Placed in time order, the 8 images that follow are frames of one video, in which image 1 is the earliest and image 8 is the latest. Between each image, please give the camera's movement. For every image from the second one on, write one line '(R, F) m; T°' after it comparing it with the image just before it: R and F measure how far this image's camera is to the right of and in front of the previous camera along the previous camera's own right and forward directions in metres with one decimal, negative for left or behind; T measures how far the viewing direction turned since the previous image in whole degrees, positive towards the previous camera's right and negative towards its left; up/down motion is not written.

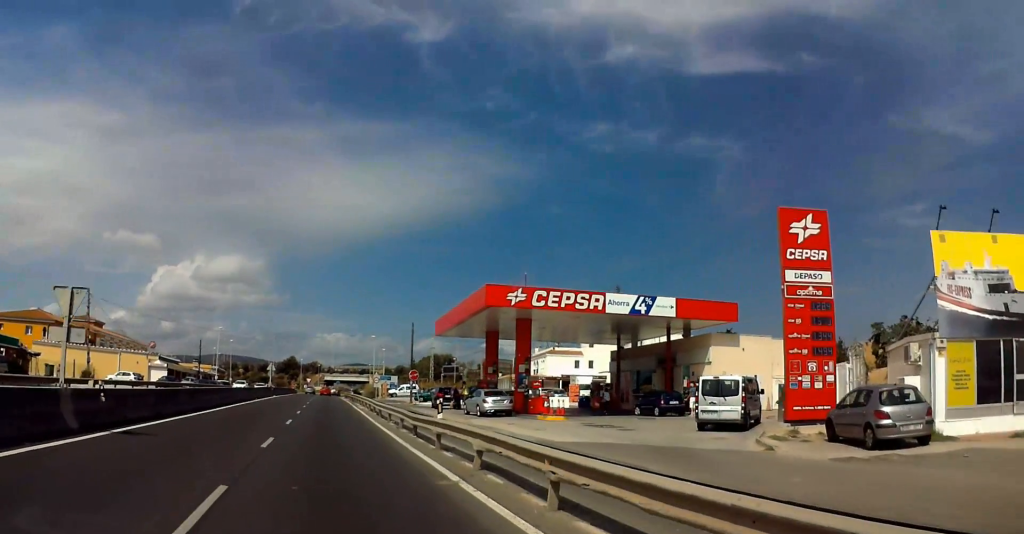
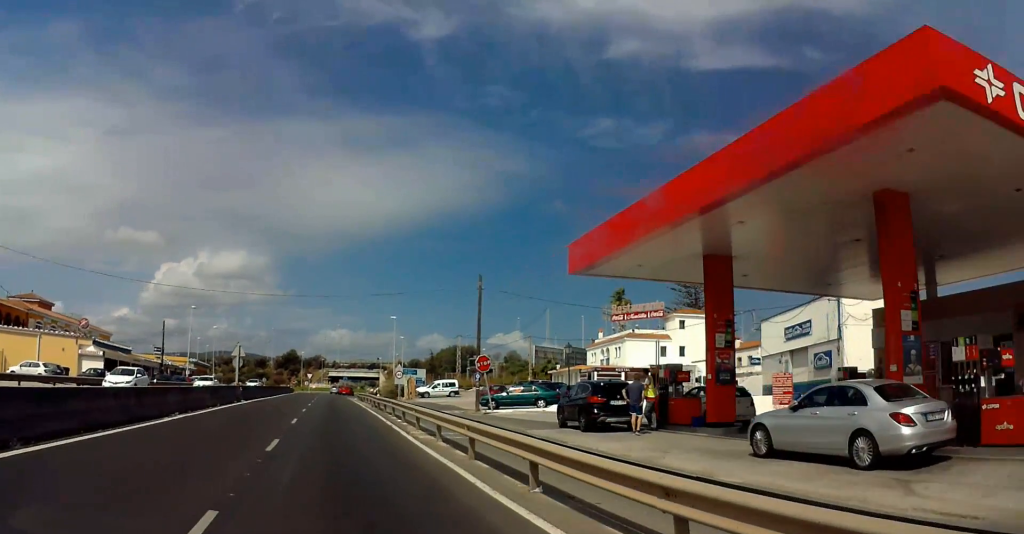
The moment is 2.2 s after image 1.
(+0.1, +25.6) m; +1°
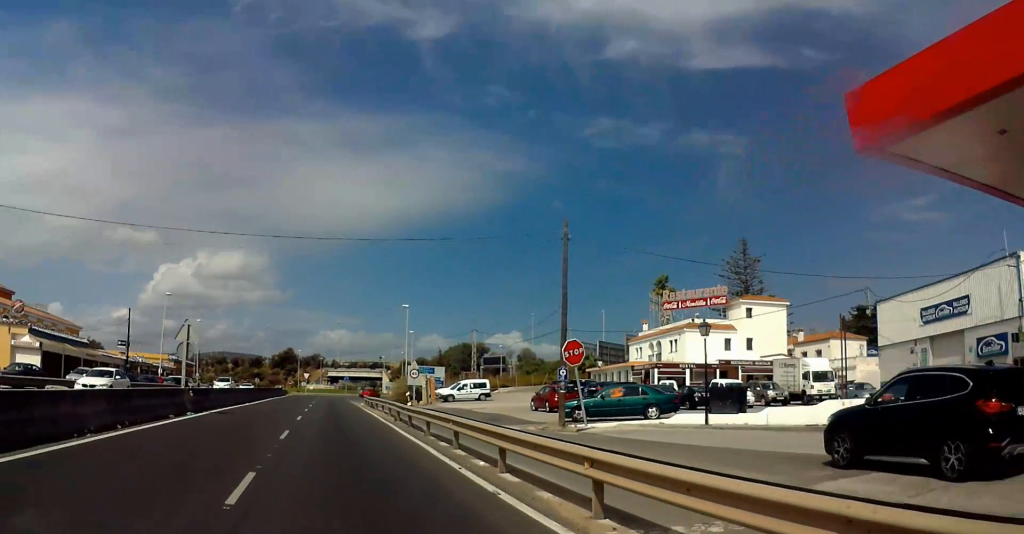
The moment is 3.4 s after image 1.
(0.0, +13.9) m; 0°
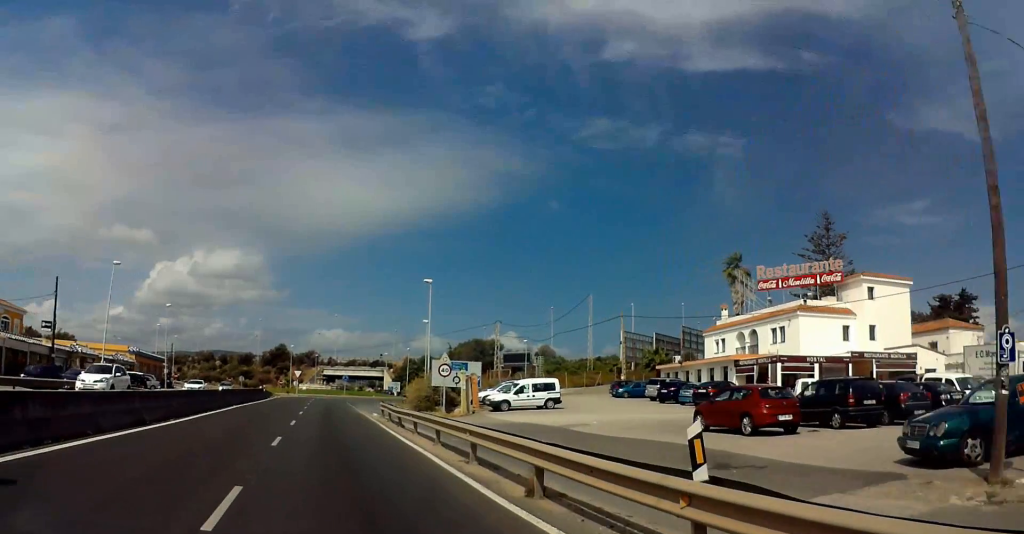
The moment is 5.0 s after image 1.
(+0.1, +18.2) m; +1°
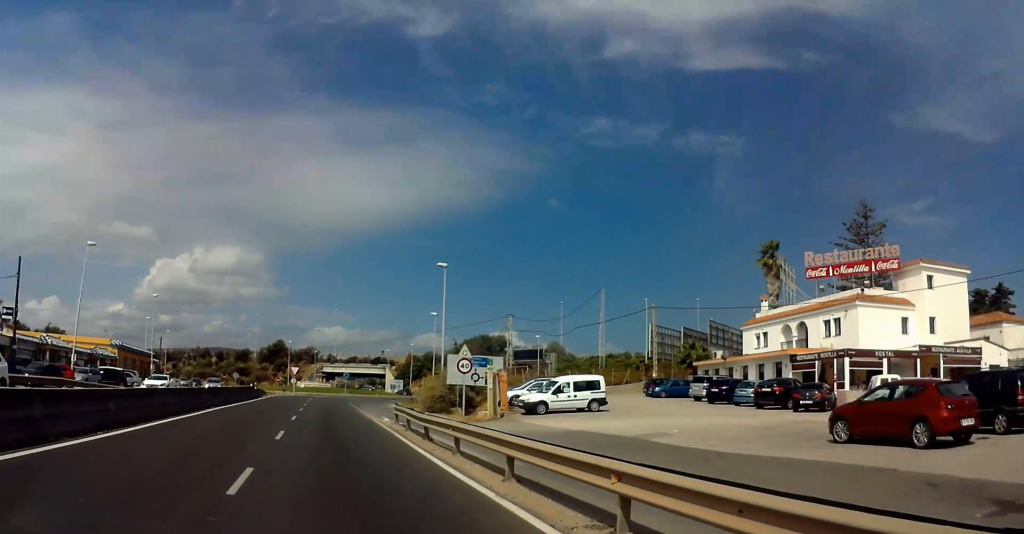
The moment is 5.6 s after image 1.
(0.0, +6.7) m; 0°
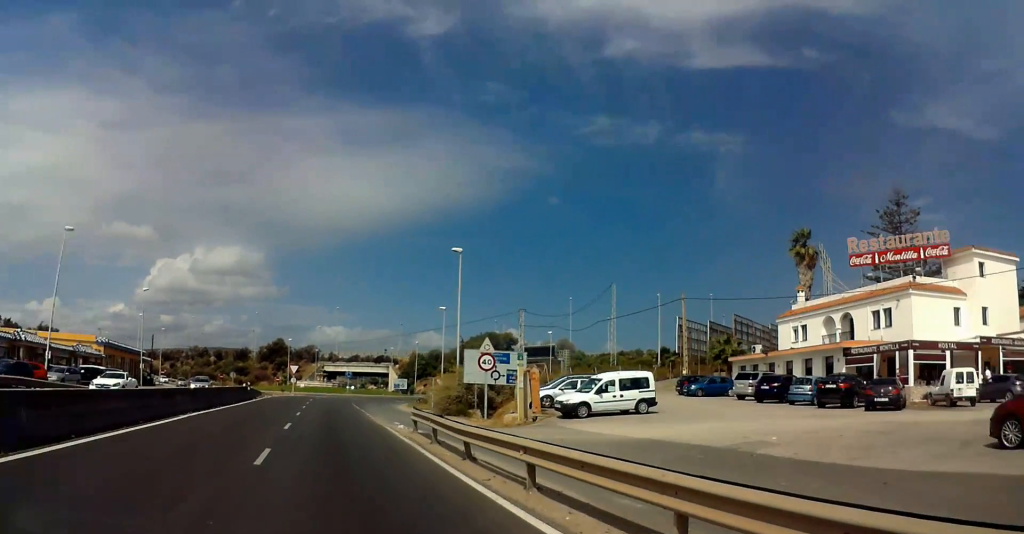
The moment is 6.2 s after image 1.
(0.0, +5.8) m; 0°
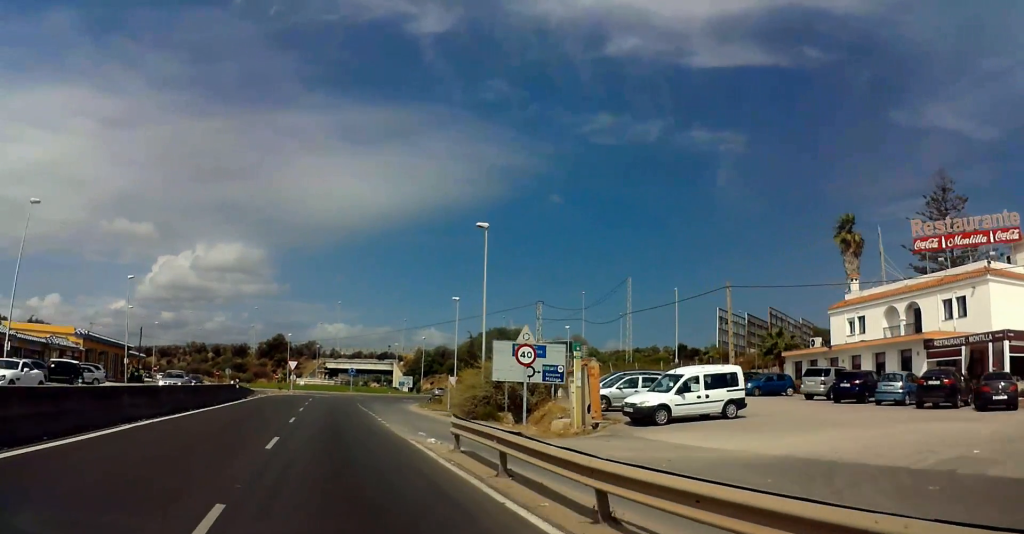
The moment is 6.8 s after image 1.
(0.0, +6.7) m; 0°
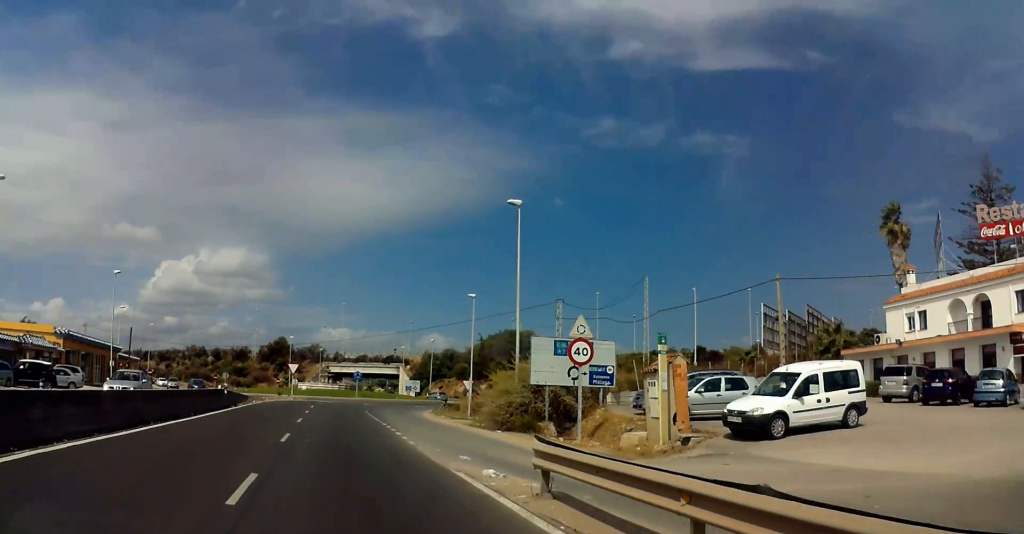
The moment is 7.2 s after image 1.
(0.0, +5.4) m; 0°
